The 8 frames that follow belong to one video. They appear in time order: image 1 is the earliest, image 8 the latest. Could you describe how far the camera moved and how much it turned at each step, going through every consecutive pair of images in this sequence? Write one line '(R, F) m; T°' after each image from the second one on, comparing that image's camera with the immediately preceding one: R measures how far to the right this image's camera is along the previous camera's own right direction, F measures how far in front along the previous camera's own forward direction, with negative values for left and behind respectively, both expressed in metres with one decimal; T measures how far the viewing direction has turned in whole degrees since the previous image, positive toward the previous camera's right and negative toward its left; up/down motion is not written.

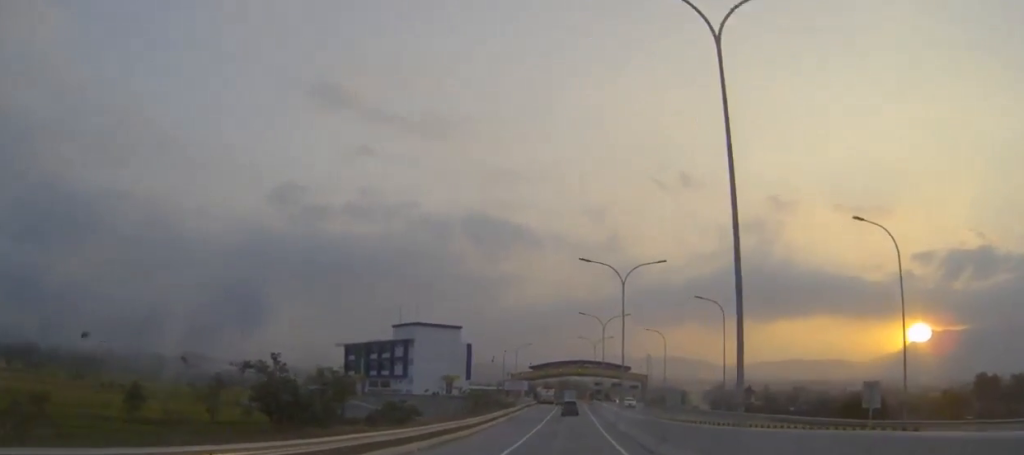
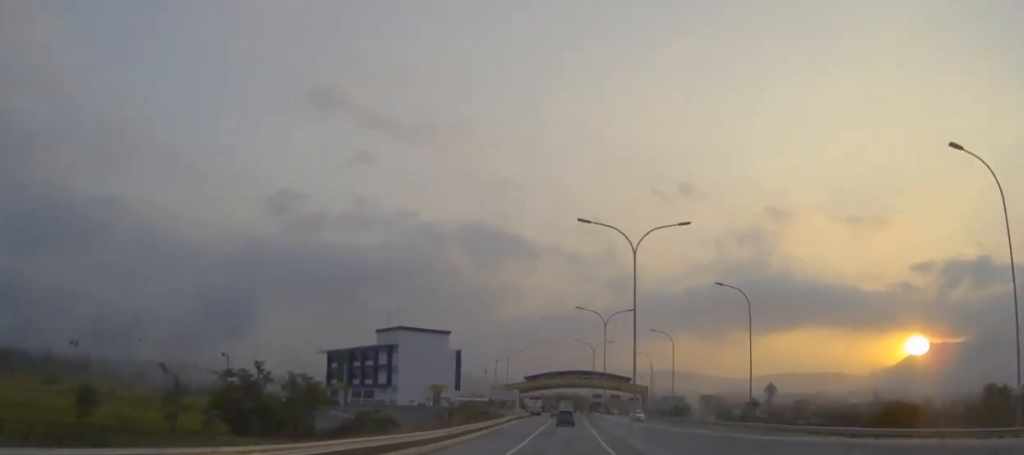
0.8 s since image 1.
(0.0, +12.1) m; 0°
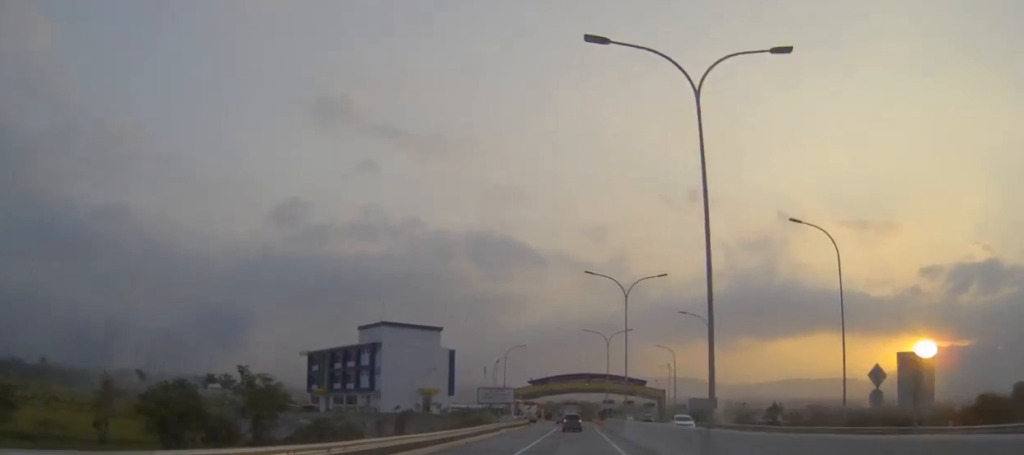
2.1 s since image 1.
(0.0, +19.9) m; 0°
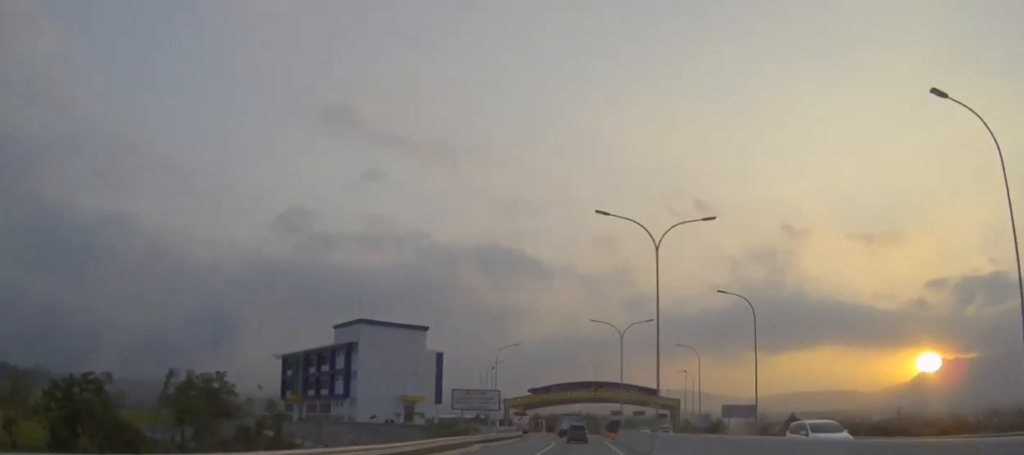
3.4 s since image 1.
(0.0, +18.3) m; 0°
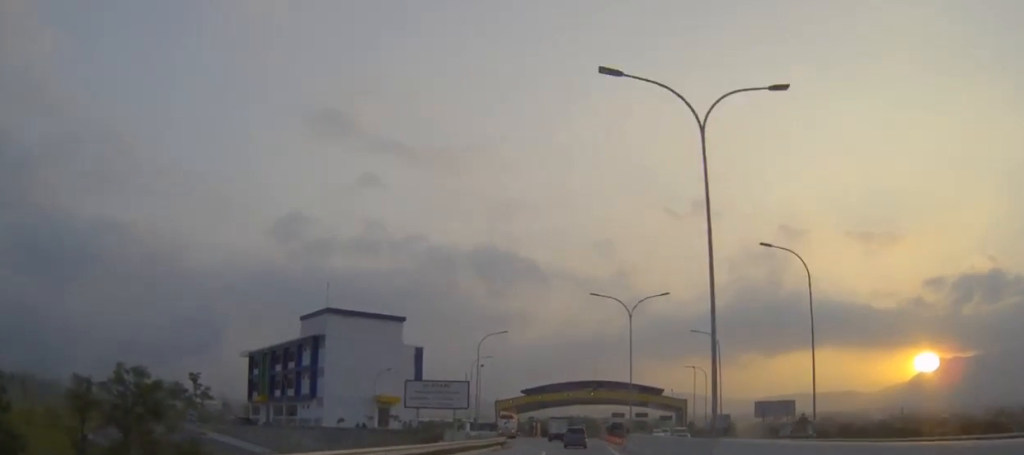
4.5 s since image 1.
(-0.1, +15.4) m; 0°
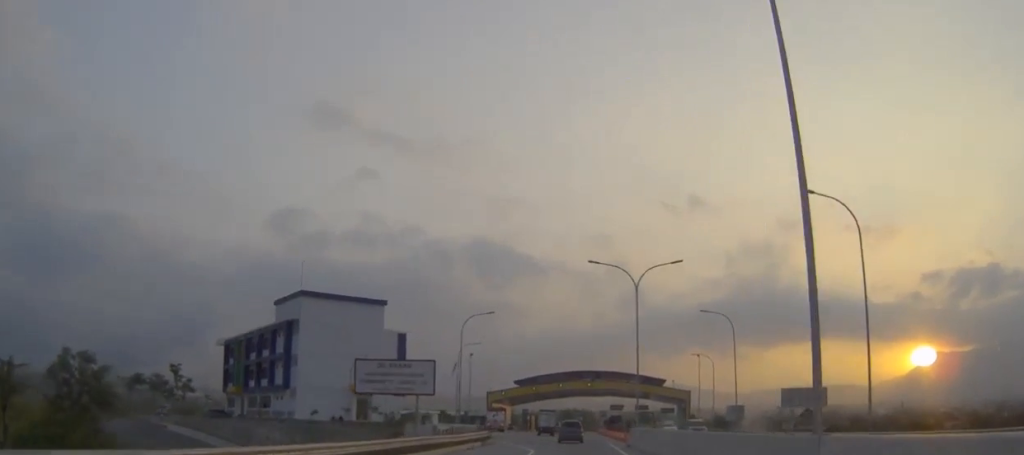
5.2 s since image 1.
(0.0, +9.1) m; 0°
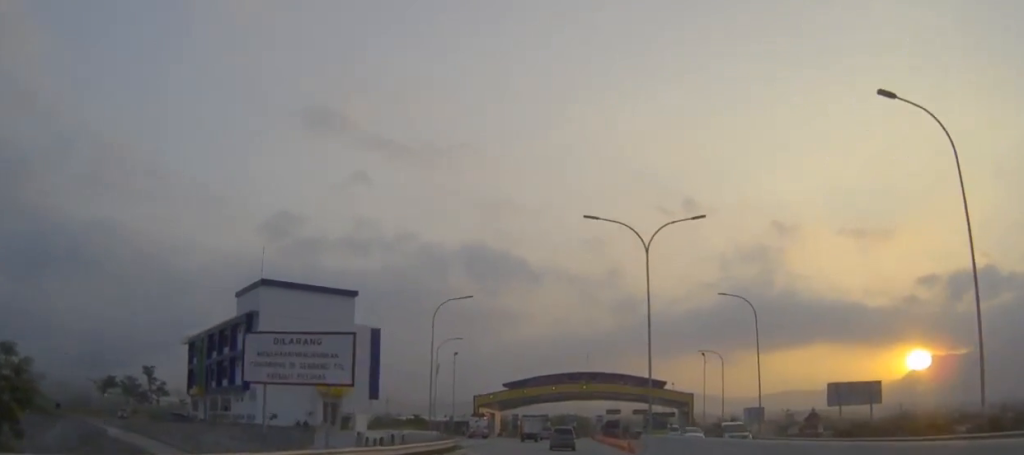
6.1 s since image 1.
(+0.1, +11.0) m; +1°
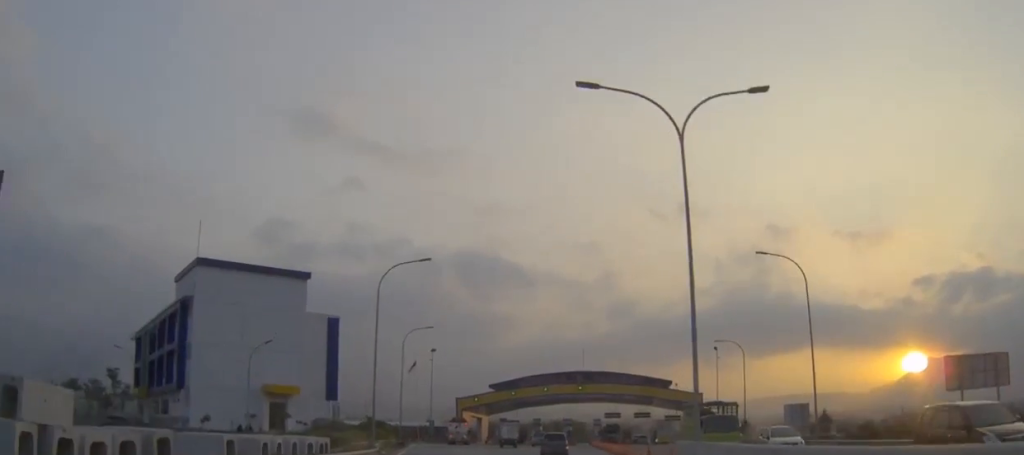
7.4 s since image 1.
(+0.1, +14.6) m; +1°
